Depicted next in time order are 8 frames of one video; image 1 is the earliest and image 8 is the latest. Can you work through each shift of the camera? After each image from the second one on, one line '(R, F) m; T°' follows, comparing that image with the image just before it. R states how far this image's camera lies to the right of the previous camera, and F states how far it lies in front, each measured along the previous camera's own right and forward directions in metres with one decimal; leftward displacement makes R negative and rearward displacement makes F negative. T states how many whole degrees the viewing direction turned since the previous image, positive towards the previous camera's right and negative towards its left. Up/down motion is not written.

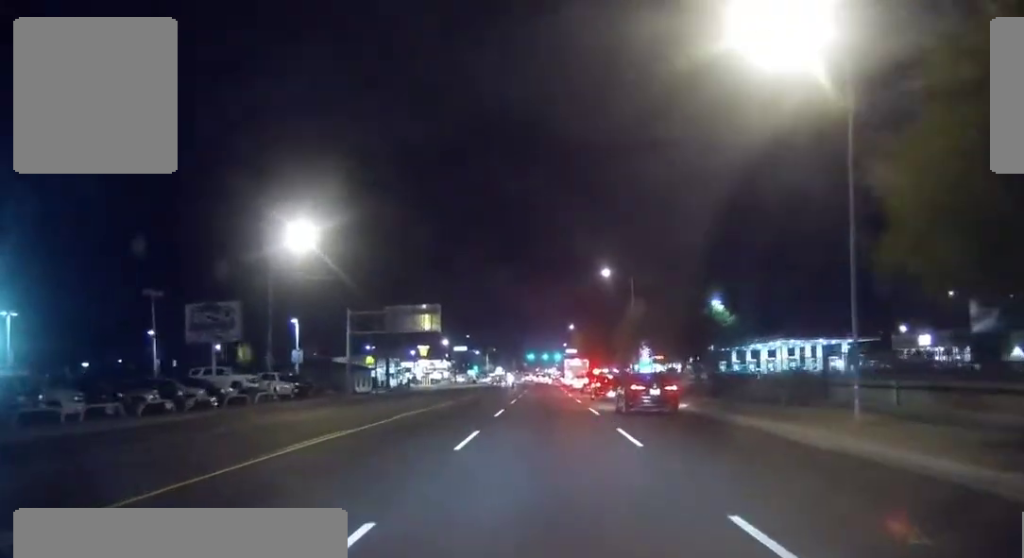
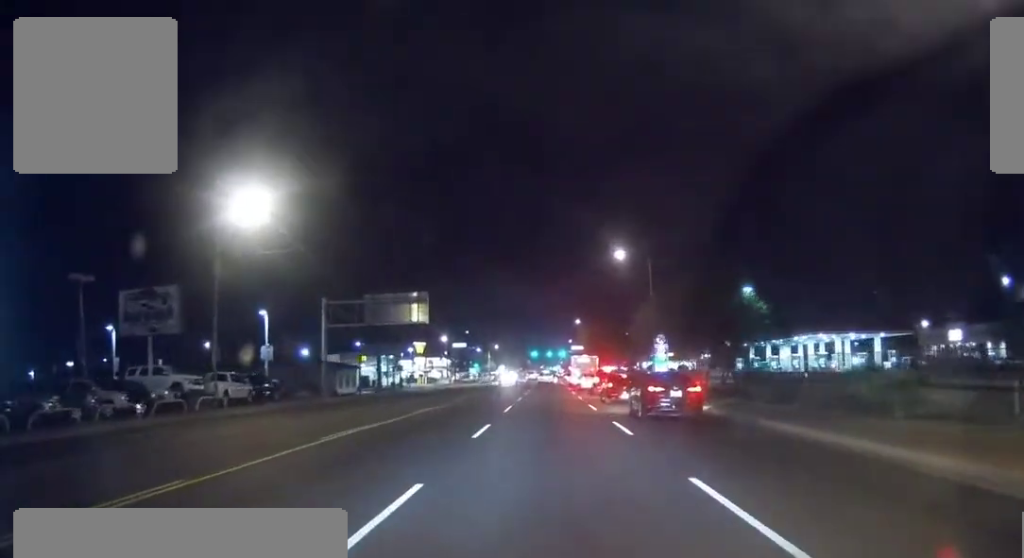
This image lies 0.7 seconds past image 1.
(+0.1, +9.6) m; 0°
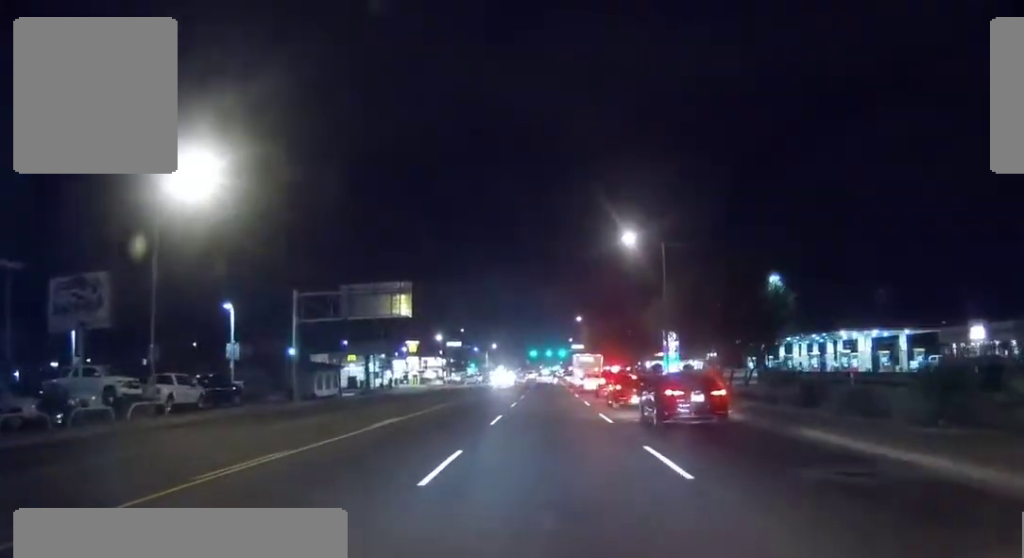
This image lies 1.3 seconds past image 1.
(0.0, +7.6) m; 0°
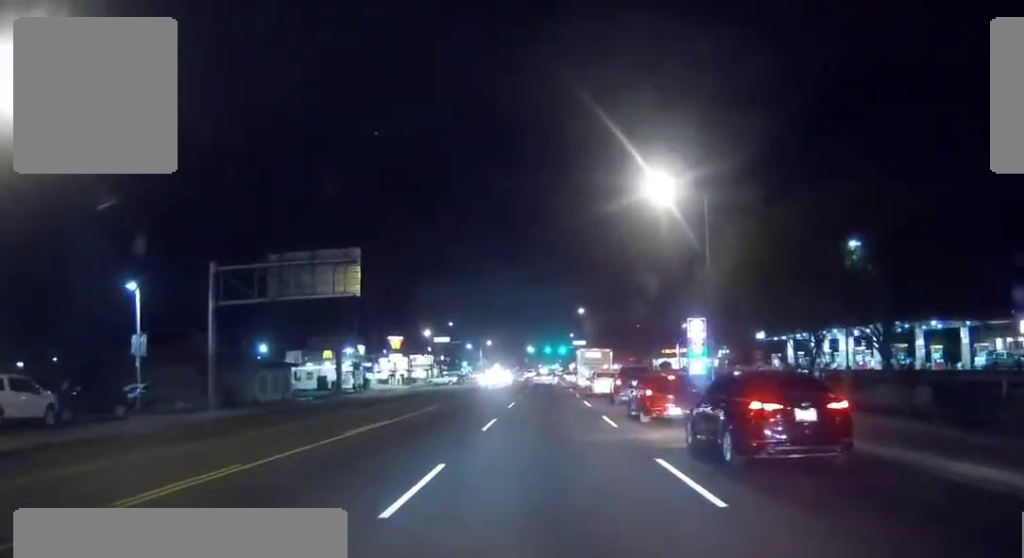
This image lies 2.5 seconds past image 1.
(0.0, +14.7) m; -1°
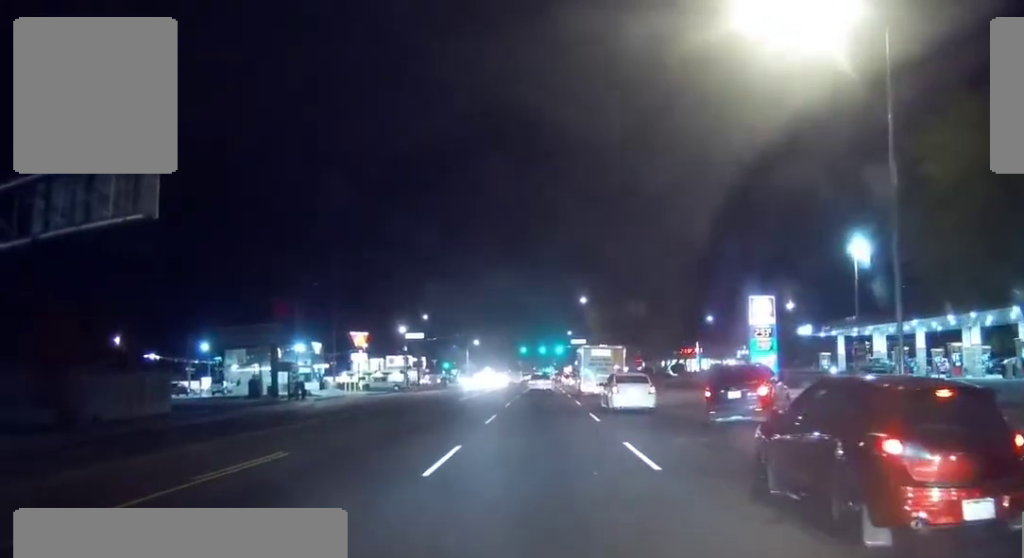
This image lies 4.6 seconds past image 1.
(-0.7, +21.7) m; -1°
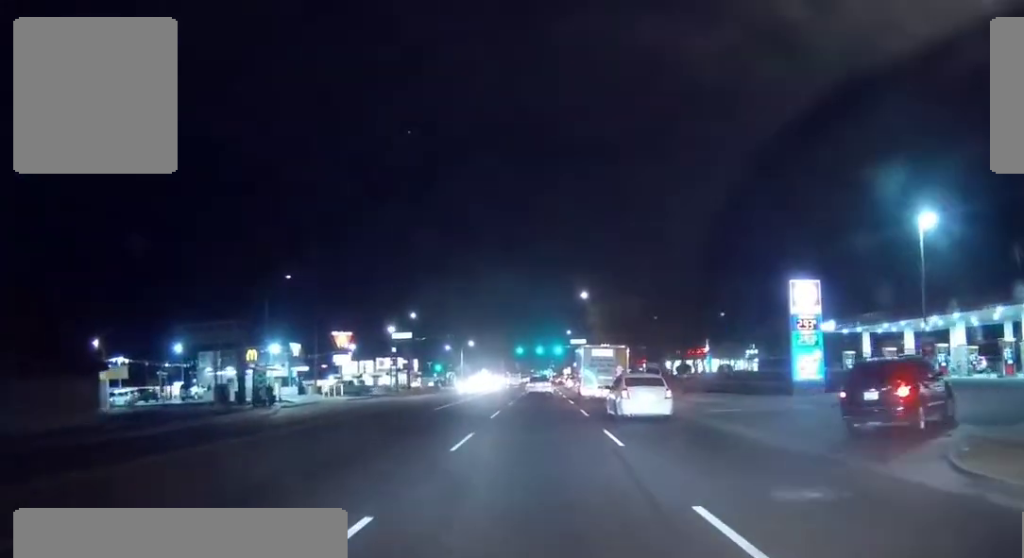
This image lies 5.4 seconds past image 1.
(+0.2, +8.1) m; +2°
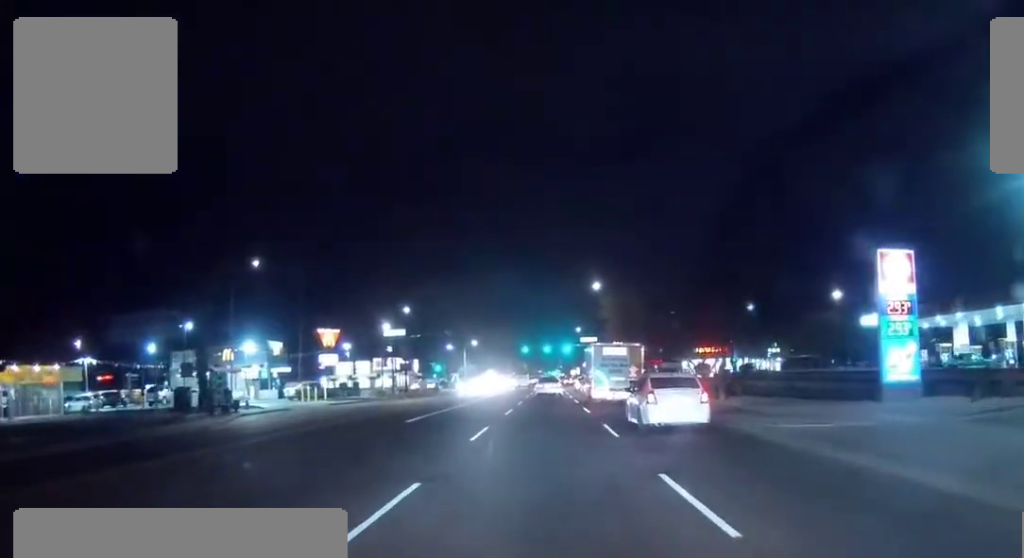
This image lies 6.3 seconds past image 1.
(0.0, +9.3) m; 0°
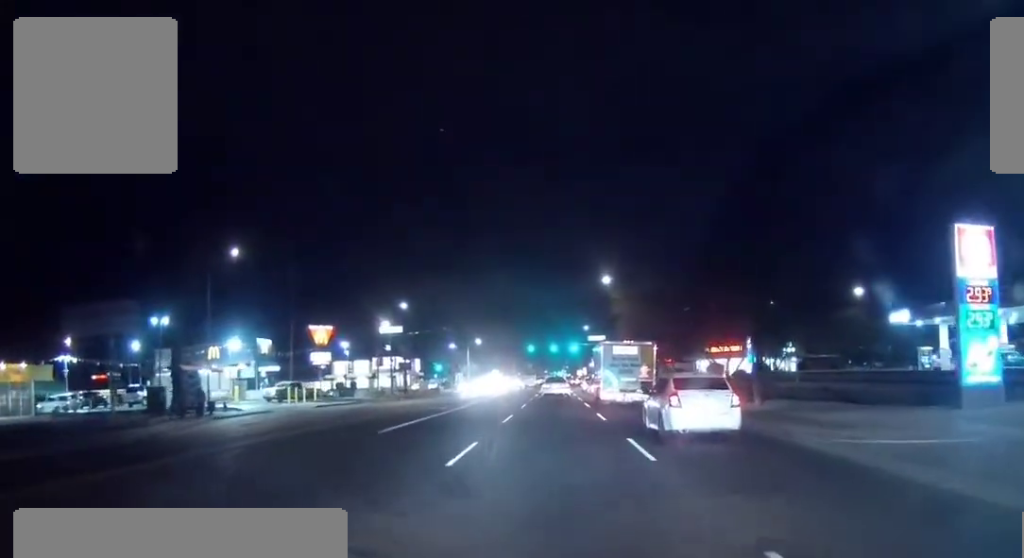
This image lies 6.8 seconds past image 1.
(0.0, +5.3) m; 0°
